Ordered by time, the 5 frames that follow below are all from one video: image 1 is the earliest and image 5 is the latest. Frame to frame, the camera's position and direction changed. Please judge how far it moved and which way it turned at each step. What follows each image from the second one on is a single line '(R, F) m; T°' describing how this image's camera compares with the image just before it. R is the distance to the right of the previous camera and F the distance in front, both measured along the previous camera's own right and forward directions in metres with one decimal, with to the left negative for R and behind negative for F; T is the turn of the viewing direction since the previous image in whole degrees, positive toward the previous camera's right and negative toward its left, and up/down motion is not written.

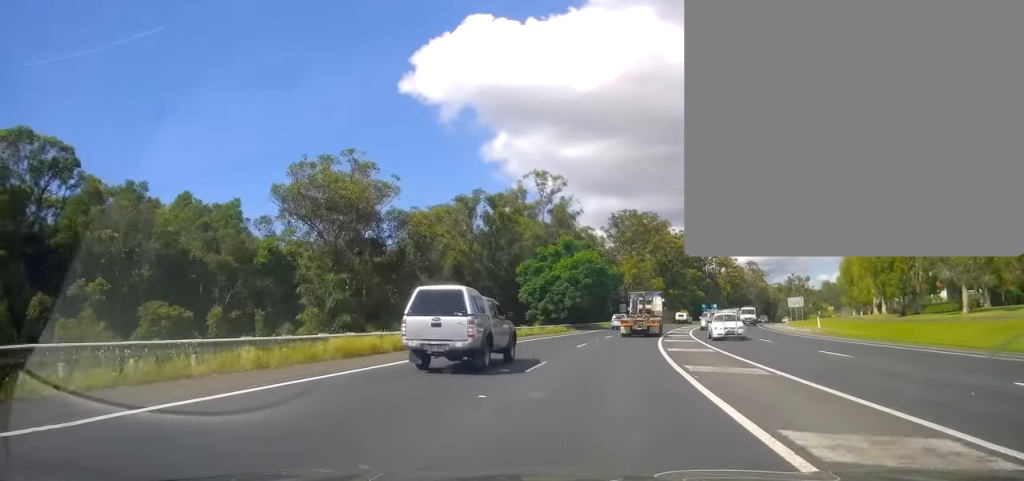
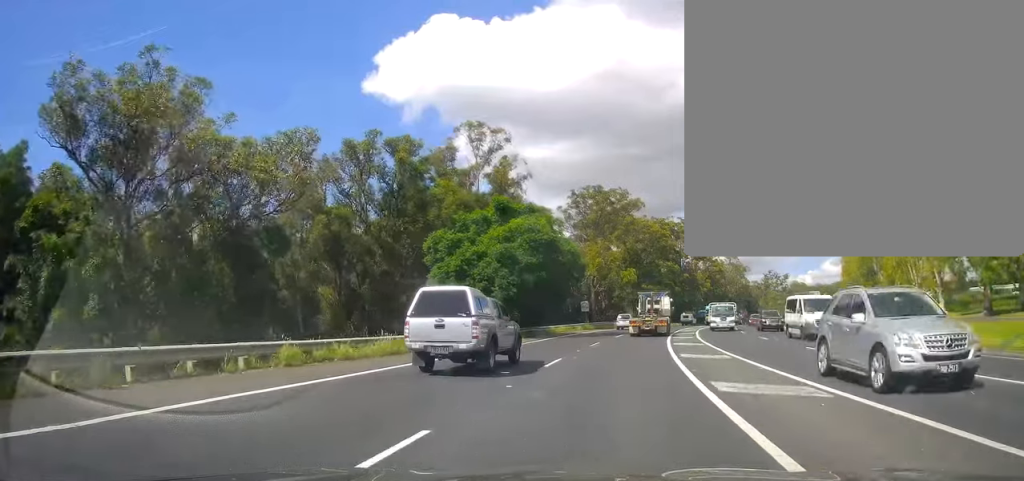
(+0.6, +22.6) m; +6°
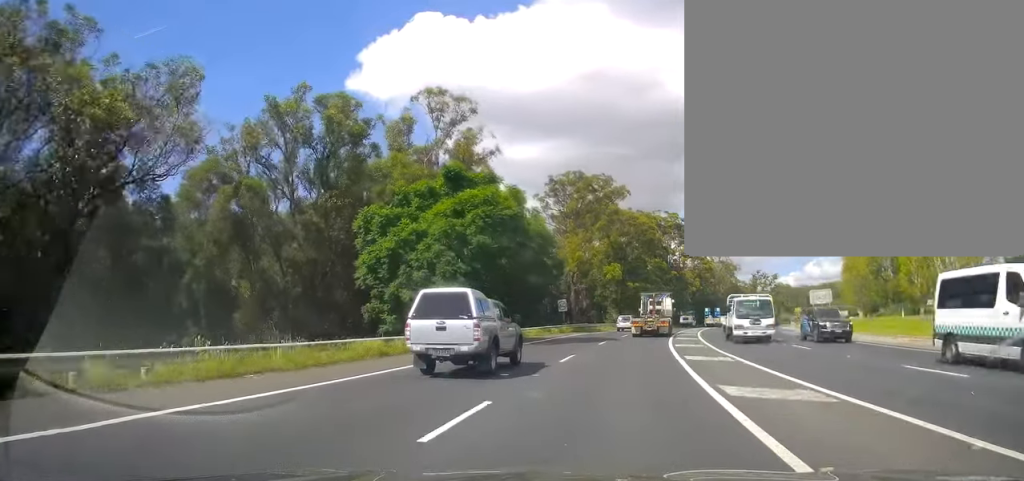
(+0.6, +9.5) m; +3°
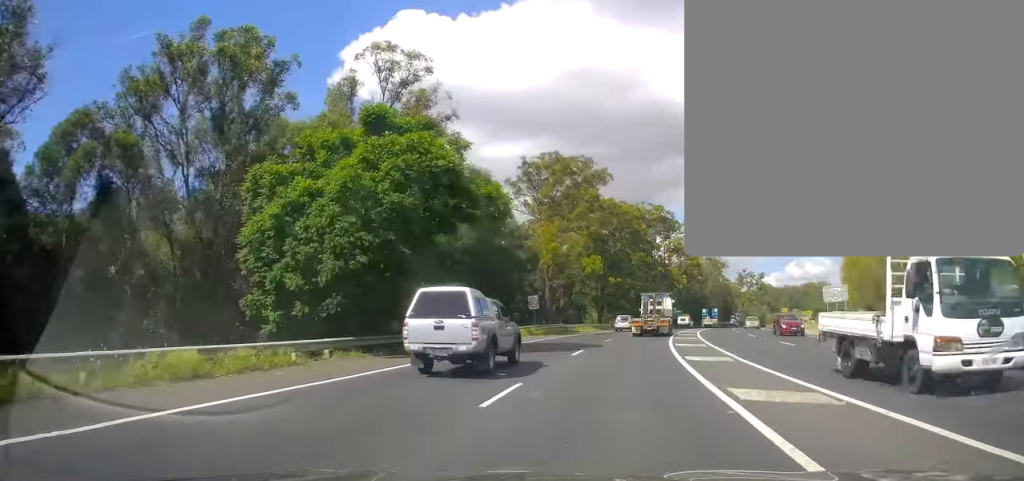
(+0.2, +9.5) m; +1°
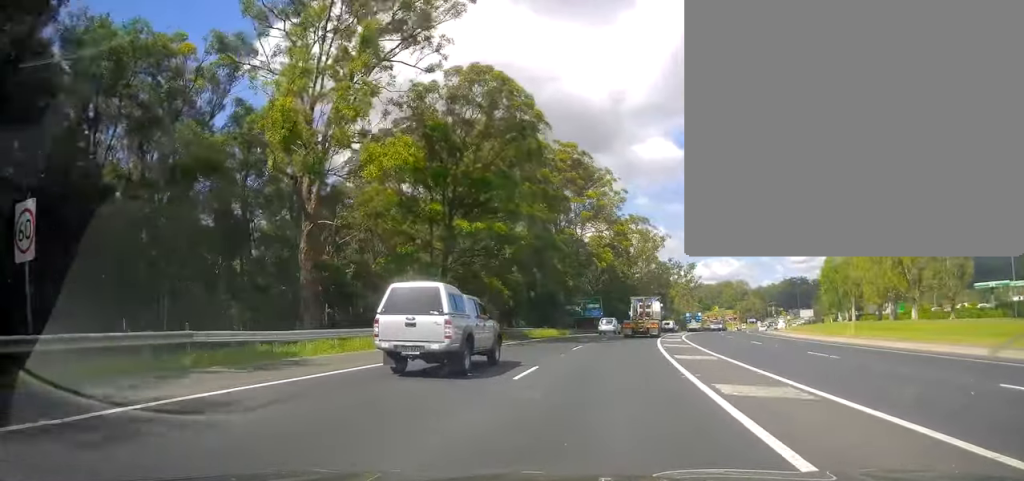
(+1.1, +44.6) m; +6°
